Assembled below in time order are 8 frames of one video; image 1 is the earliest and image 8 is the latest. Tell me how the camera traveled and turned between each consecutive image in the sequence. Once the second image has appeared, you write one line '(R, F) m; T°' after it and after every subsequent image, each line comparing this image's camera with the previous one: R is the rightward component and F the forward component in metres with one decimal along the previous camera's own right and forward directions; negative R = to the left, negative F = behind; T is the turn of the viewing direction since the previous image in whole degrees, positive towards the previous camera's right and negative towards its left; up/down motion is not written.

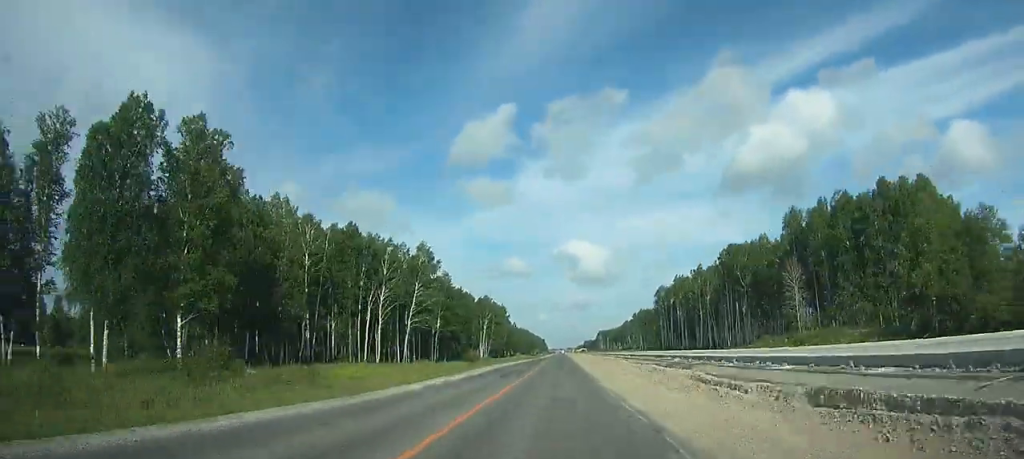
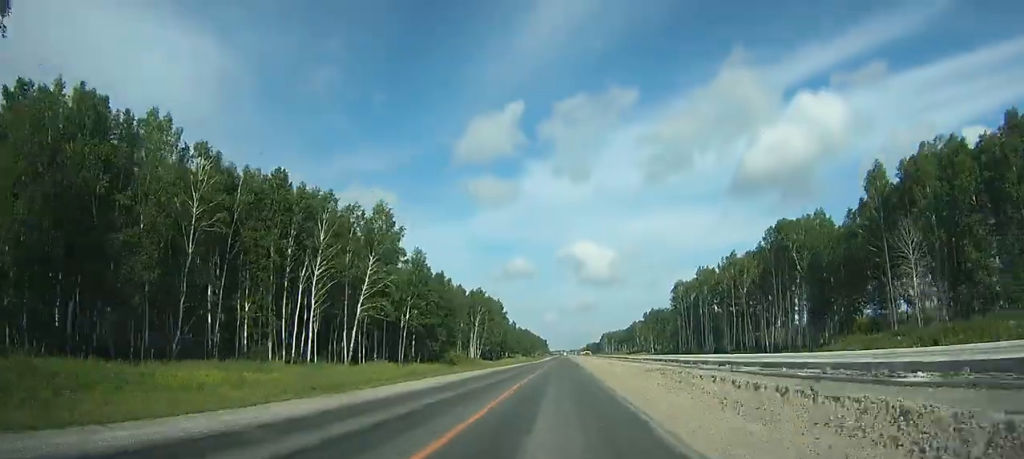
(-0.1, +30.4) m; 0°
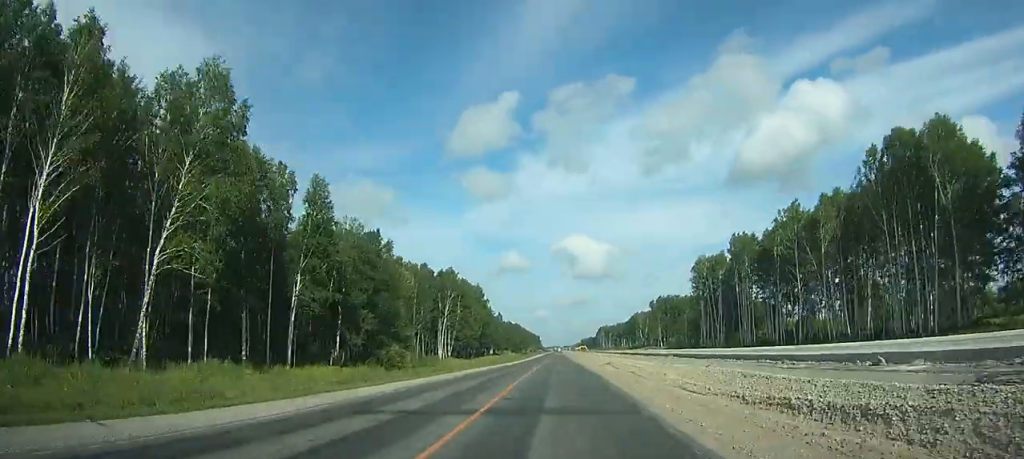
(-0.1, +43.4) m; 0°
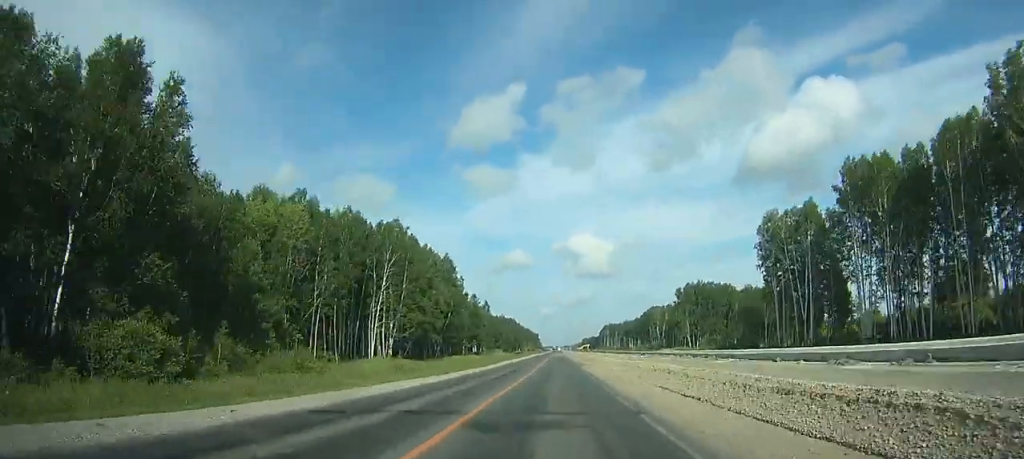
(+0.2, +55.3) m; 0°
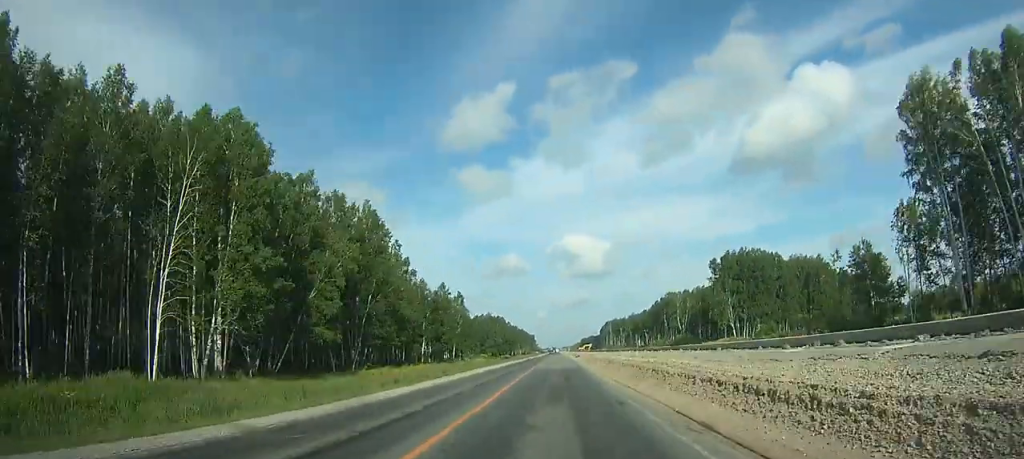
(+0.1, +52.6) m; 0°
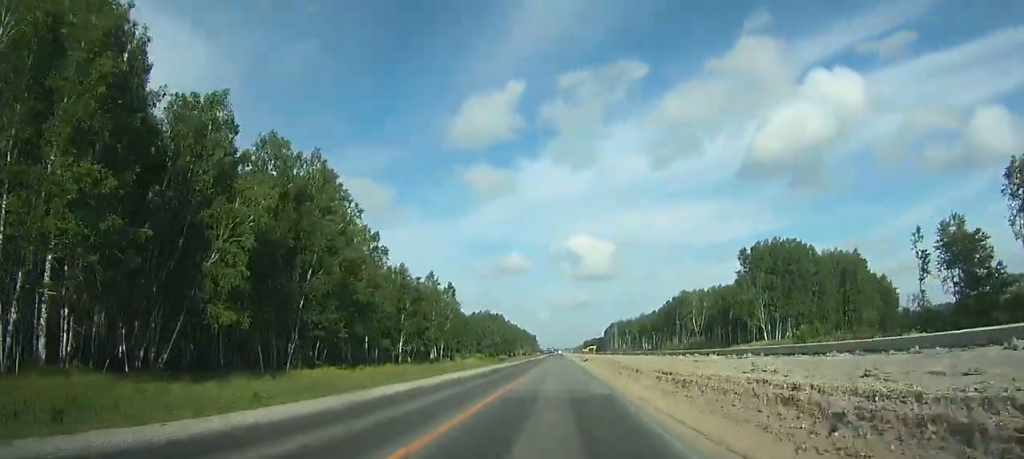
(0.0, +20.6) m; 0°
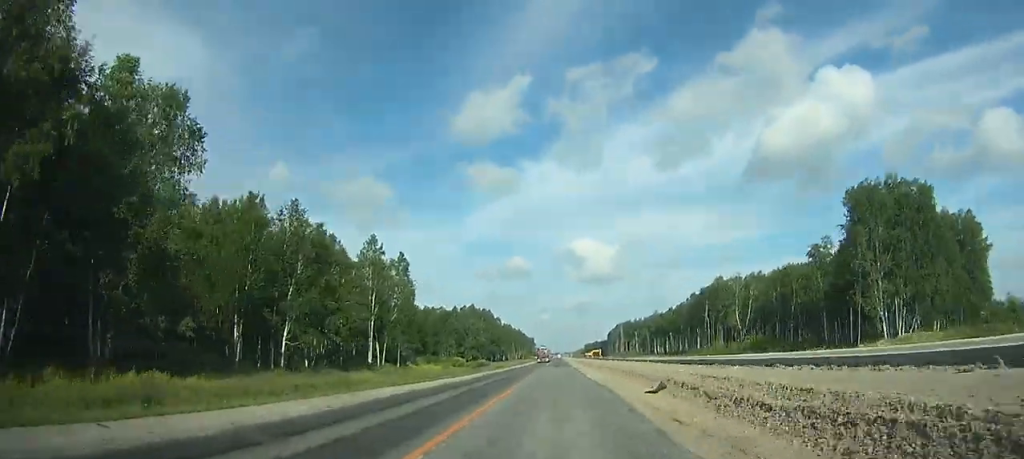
(0.0, +52.5) m; 0°
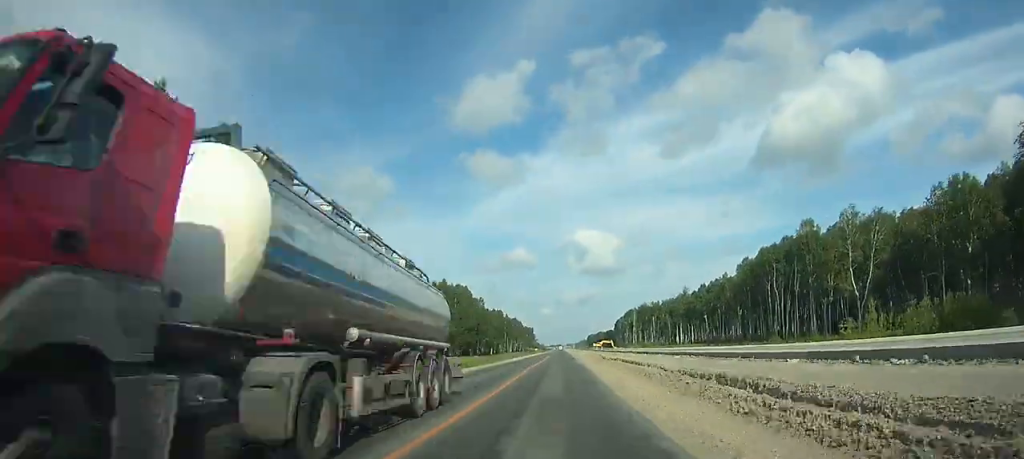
(-0.1, +65.8) m; 0°
